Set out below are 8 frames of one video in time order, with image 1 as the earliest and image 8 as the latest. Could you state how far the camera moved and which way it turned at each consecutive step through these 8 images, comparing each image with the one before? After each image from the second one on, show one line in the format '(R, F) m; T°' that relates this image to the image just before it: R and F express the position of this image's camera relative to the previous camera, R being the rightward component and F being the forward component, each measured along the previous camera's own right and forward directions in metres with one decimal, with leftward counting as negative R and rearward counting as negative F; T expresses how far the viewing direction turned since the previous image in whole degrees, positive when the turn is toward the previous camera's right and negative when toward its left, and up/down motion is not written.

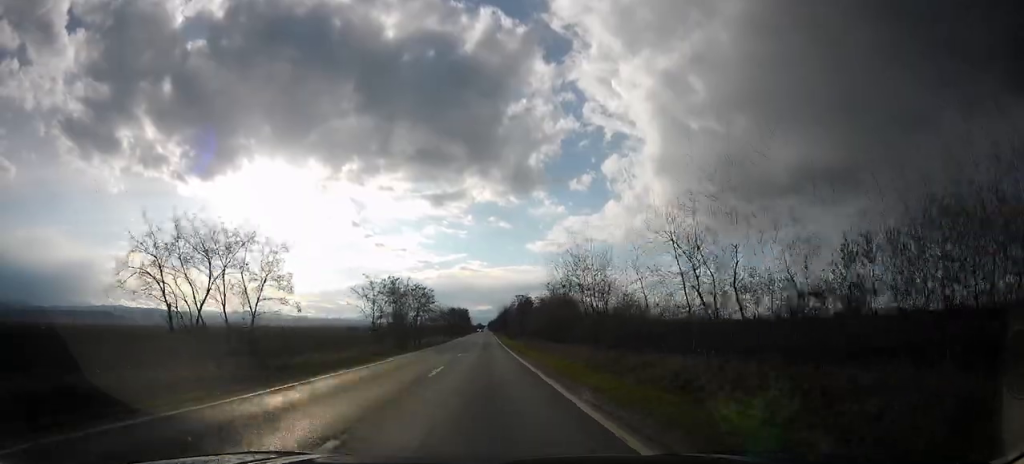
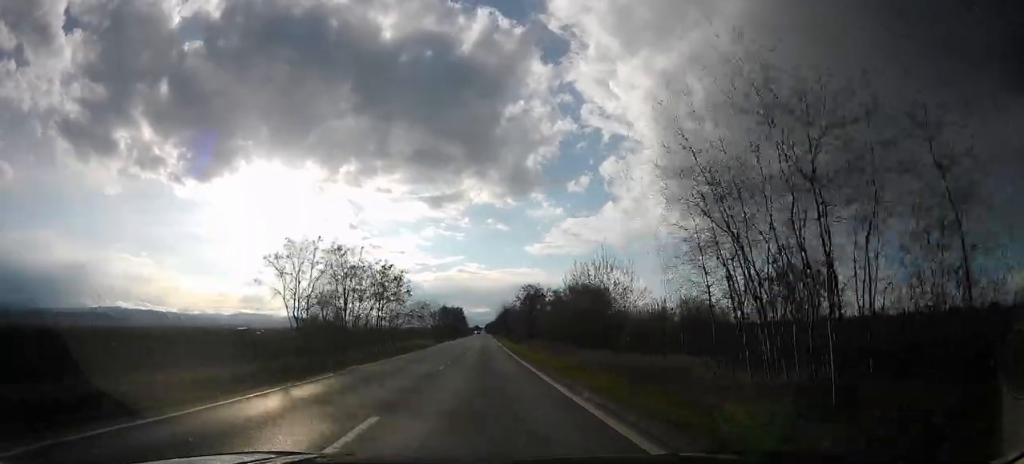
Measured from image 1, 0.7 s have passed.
(0.0, +22.3) m; 0°
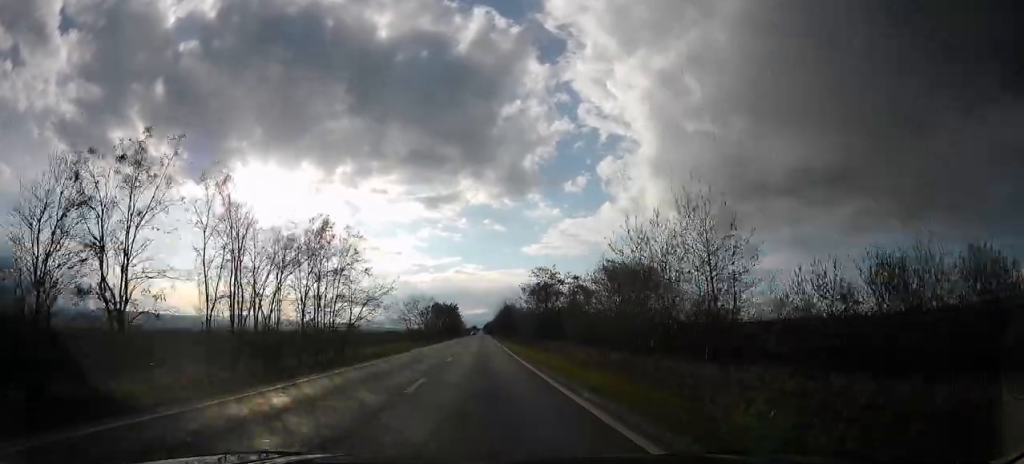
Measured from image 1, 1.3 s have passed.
(0.0, +18.0) m; 0°
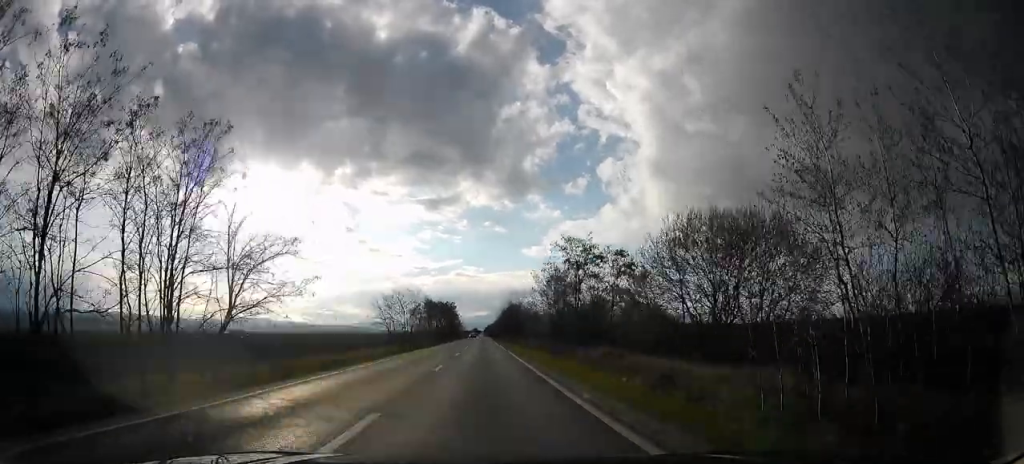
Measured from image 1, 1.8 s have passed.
(0.0, +18.0) m; 0°
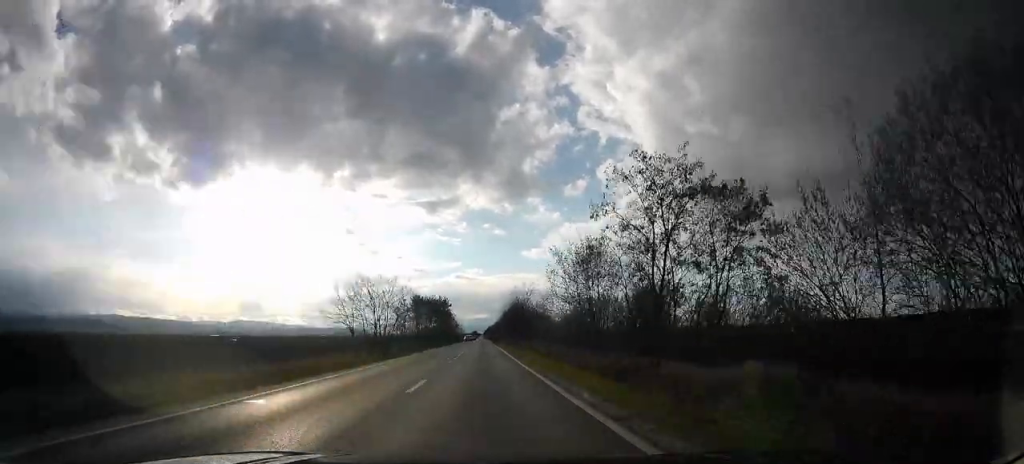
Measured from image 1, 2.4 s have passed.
(0.0, +17.9) m; 0°
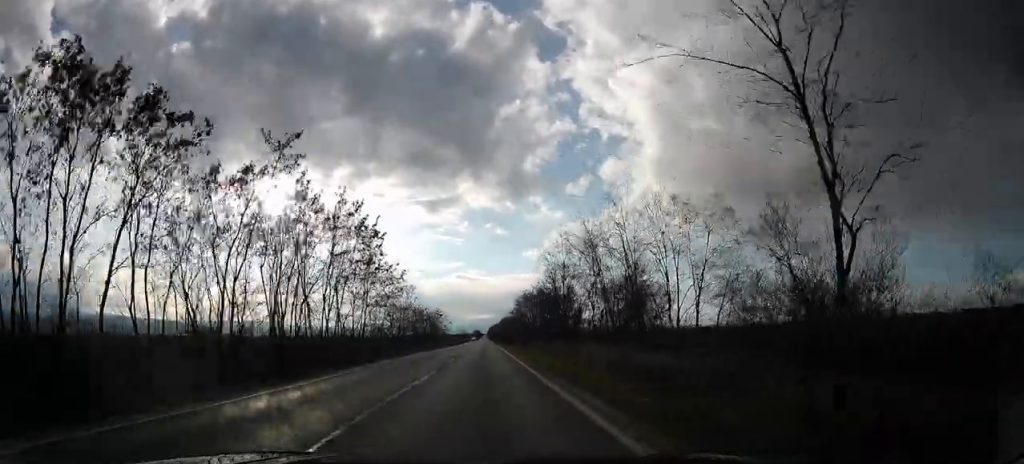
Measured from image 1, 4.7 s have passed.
(+2.2, +72.3) m; +3°
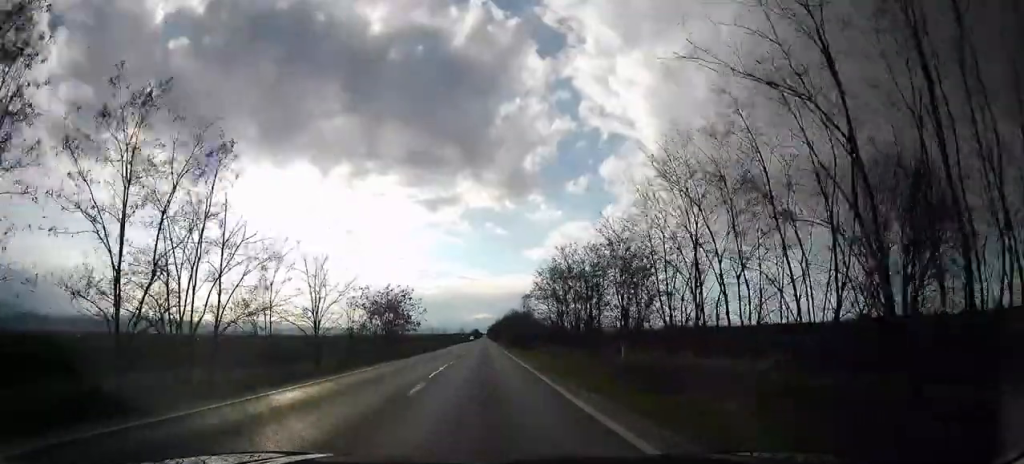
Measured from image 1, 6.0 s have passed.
(0.0, +39.3) m; 0°
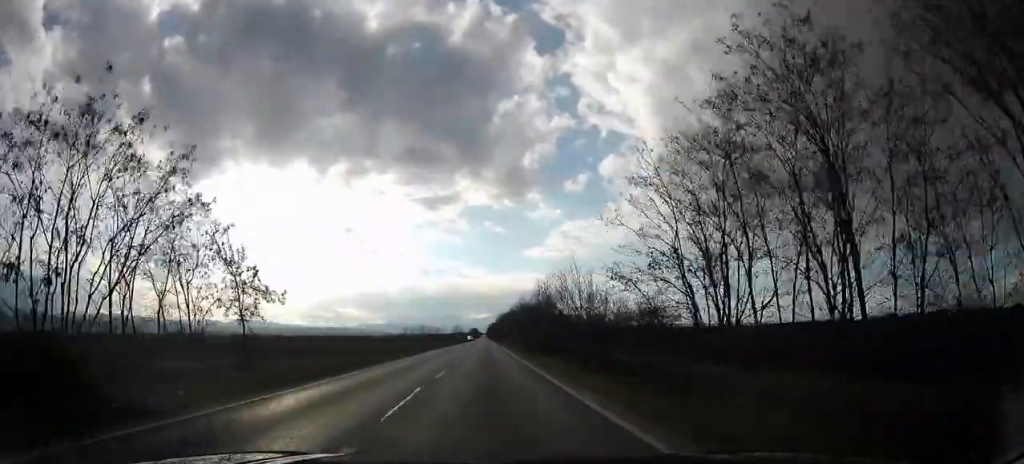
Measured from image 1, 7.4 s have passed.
(-0.7, +45.0) m; -1°
